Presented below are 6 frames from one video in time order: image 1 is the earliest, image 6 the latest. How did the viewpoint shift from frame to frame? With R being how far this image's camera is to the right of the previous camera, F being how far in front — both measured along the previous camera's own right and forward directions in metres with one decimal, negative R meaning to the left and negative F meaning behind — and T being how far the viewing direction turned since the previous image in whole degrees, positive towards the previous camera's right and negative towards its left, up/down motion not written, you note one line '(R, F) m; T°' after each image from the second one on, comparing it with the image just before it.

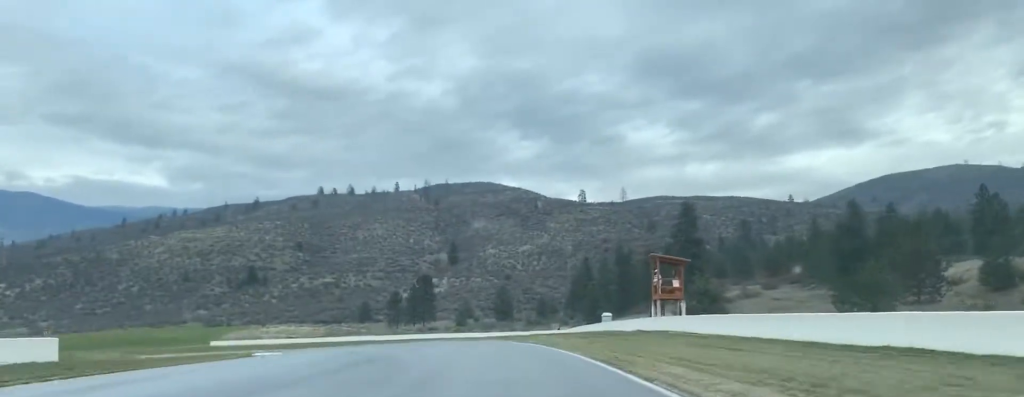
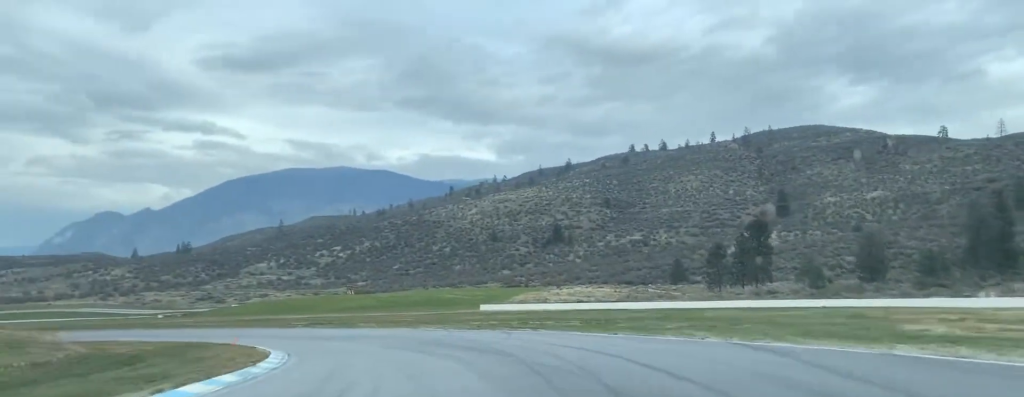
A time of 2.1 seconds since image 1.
(-9.2, +58.3) m; -26°
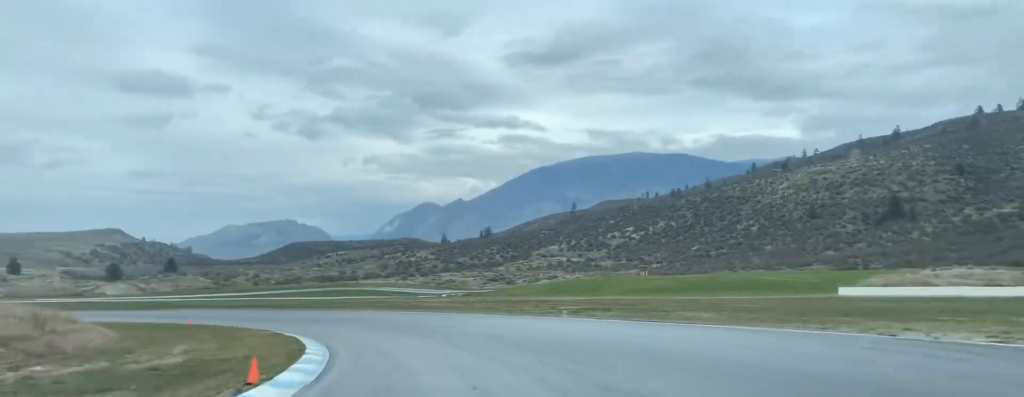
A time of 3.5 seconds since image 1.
(-6.6, +37.9) m; -22°
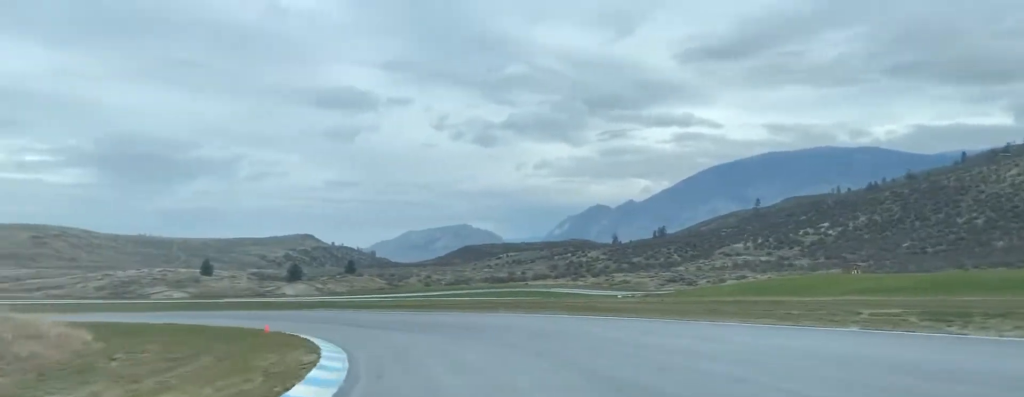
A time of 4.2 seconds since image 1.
(-3.0, +21.9) m; -13°
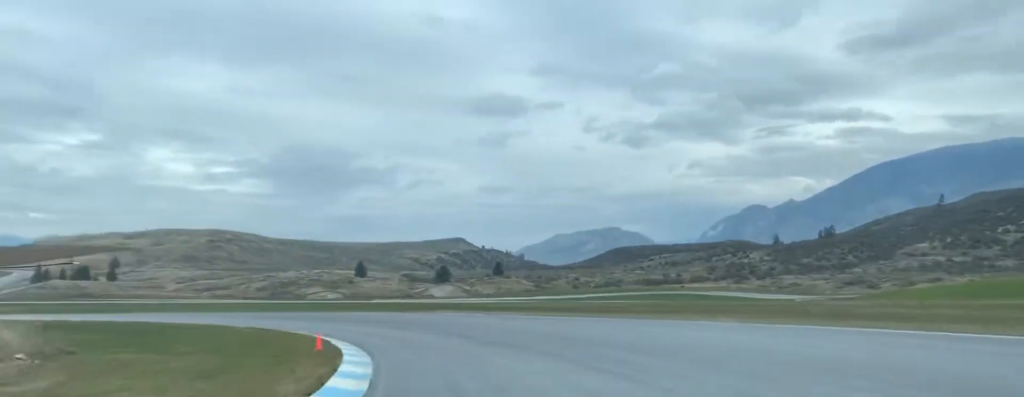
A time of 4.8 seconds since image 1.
(-1.8, +17.1) m; -8°
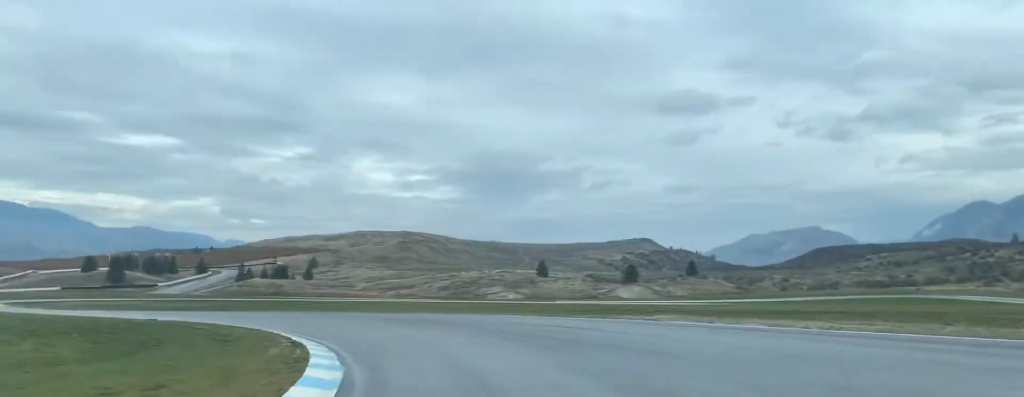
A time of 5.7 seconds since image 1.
(-2.8, +27.5) m; -12°
